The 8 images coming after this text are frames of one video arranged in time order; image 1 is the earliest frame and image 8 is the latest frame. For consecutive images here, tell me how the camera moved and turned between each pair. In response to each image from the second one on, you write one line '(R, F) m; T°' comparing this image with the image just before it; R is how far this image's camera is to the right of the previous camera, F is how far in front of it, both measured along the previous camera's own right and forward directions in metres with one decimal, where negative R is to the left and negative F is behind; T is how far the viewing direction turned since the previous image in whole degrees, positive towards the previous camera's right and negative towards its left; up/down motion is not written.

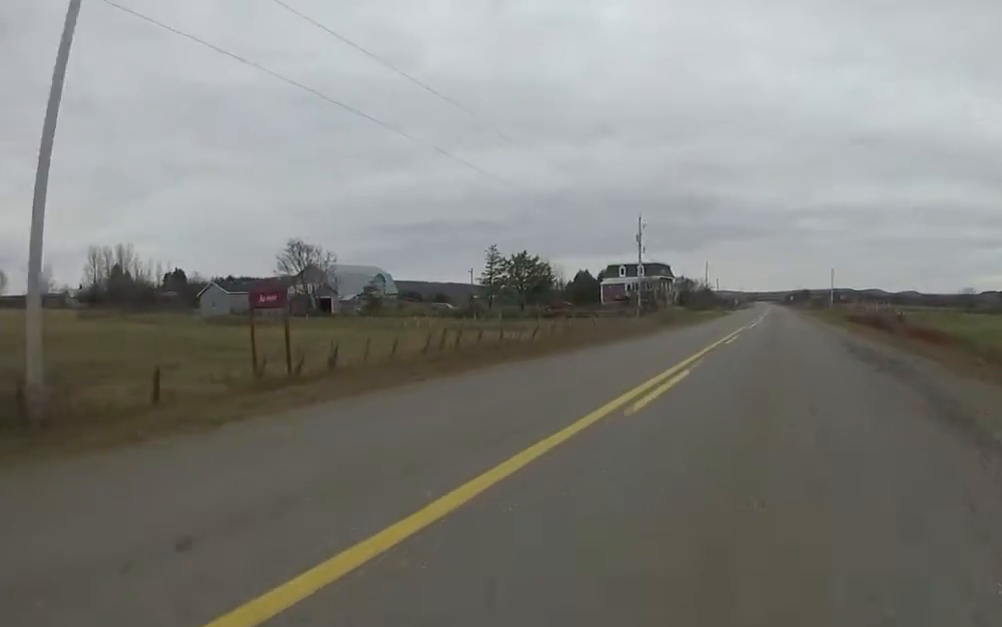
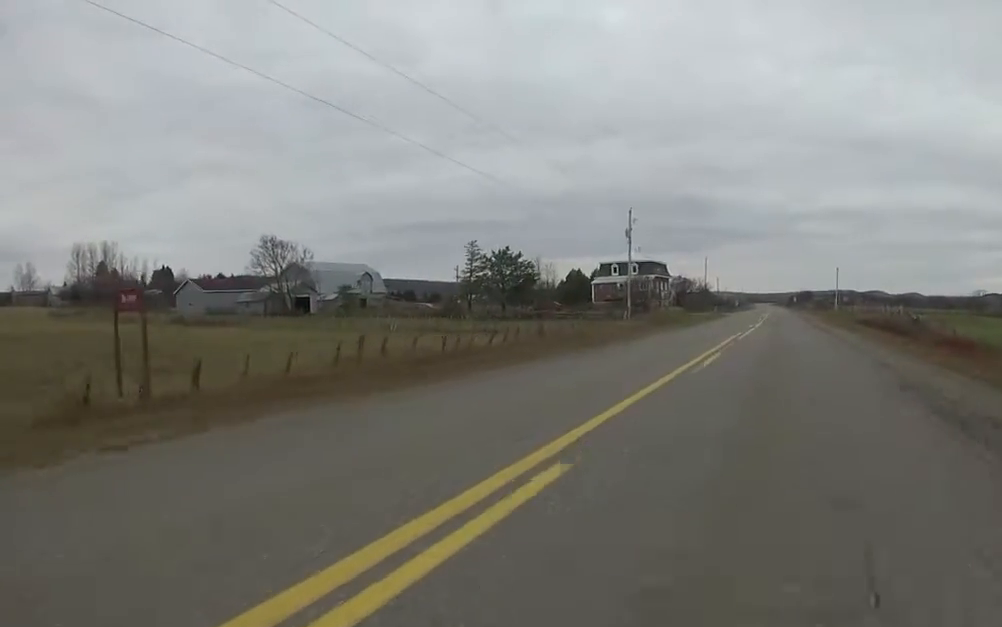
(-0.1, +5.2) m; 0°
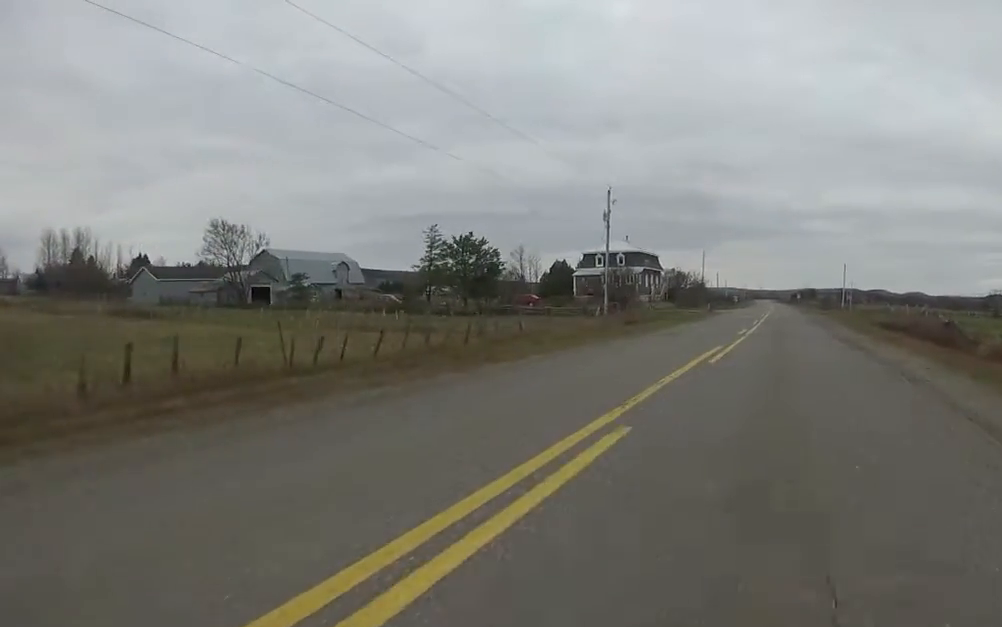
(+0.2, +8.4) m; 0°
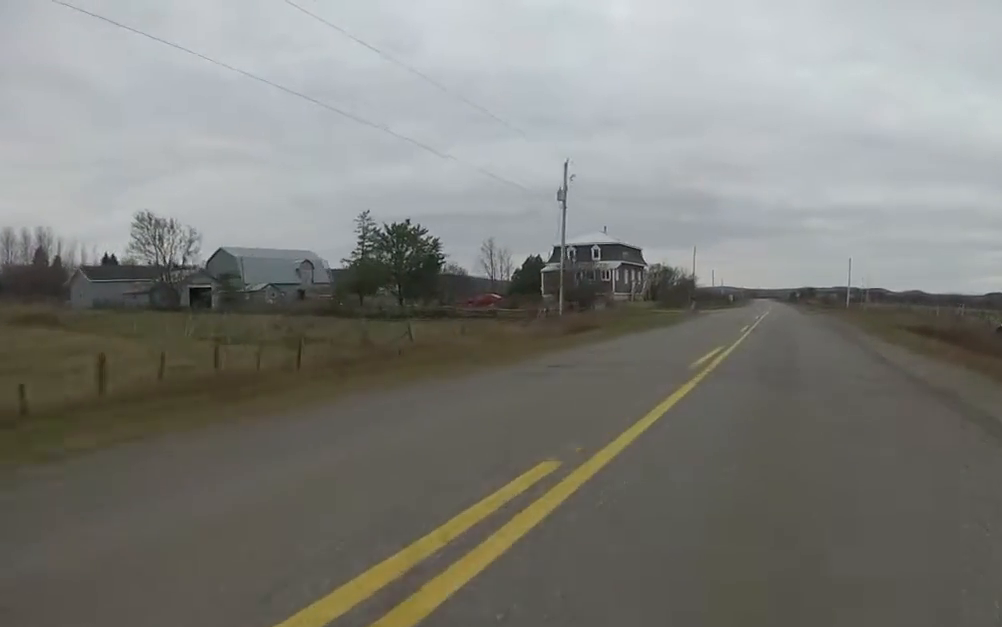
(-0.1, +9.9) m; 0°
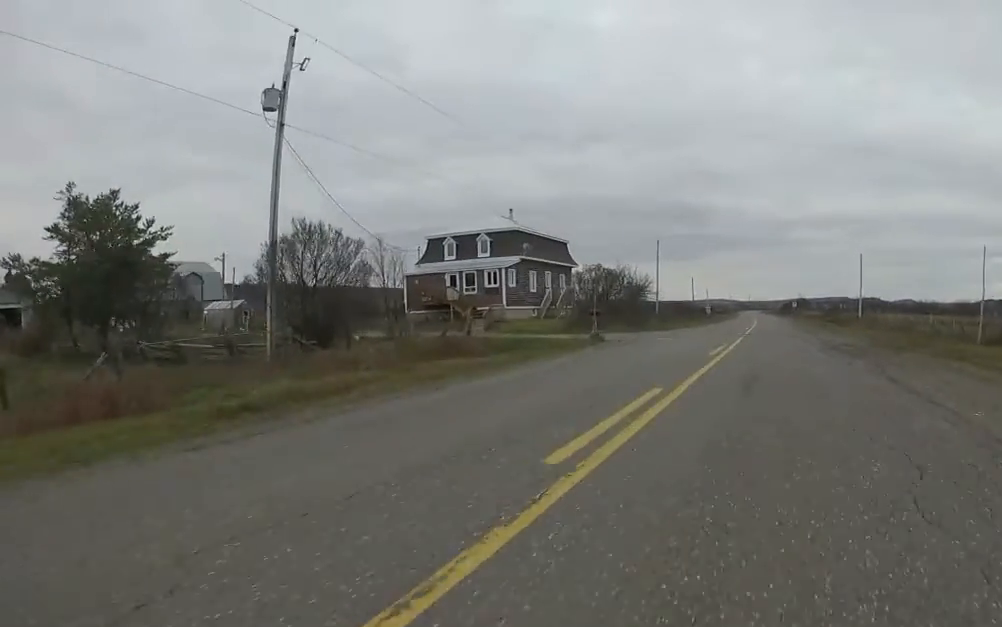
(-0.1, +23.3) m; 0°
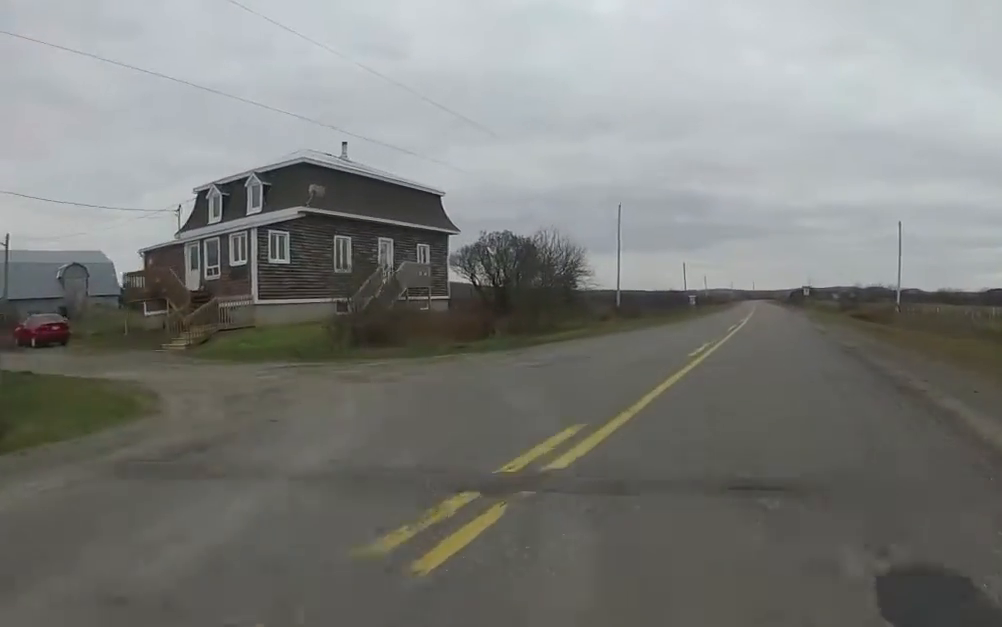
(+0.4, +20.4) m; 0°
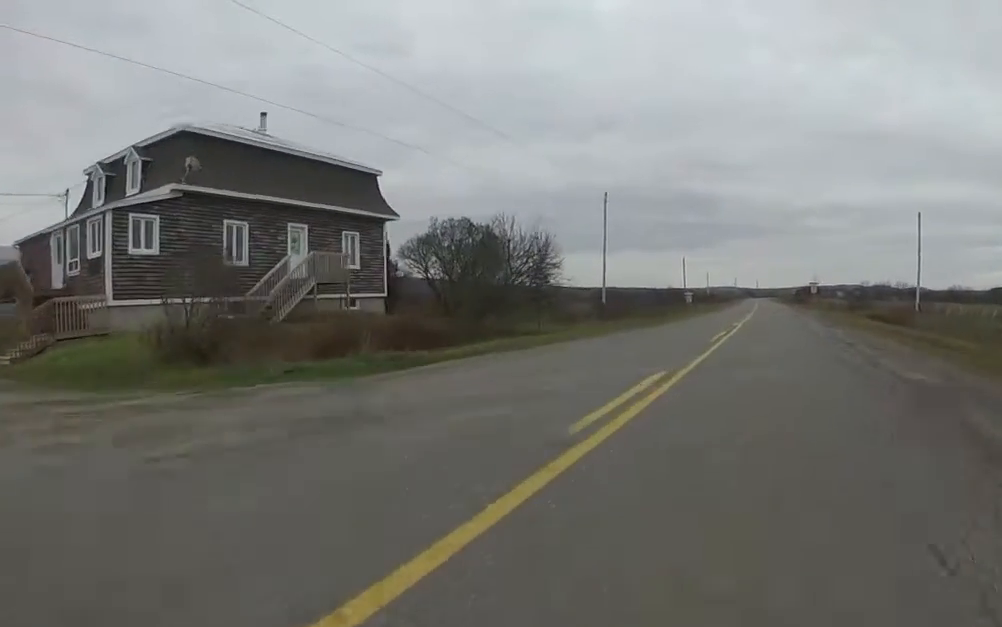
(-0.1, +6.0) m; -1°
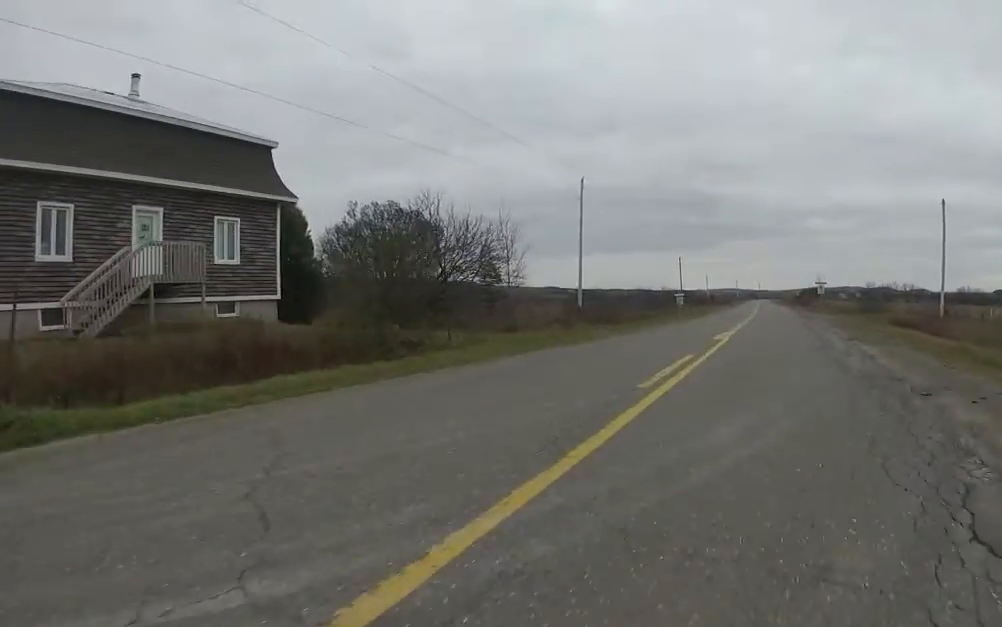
(-0.1, +6.8) m; -1°
